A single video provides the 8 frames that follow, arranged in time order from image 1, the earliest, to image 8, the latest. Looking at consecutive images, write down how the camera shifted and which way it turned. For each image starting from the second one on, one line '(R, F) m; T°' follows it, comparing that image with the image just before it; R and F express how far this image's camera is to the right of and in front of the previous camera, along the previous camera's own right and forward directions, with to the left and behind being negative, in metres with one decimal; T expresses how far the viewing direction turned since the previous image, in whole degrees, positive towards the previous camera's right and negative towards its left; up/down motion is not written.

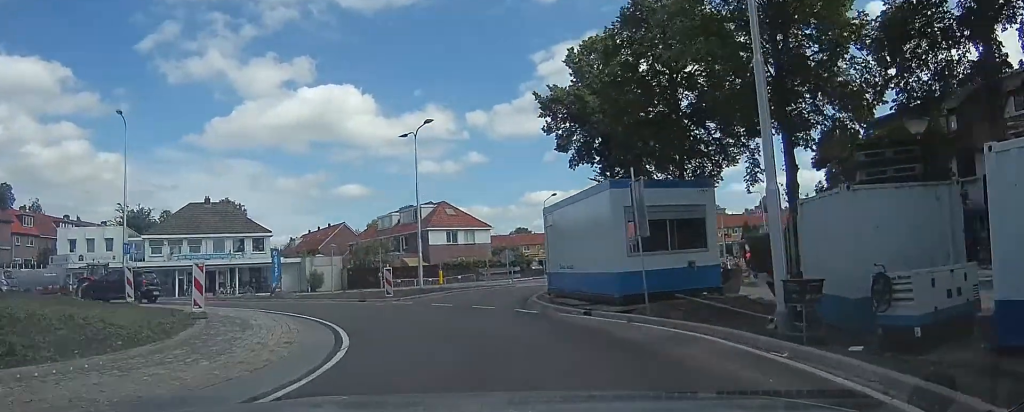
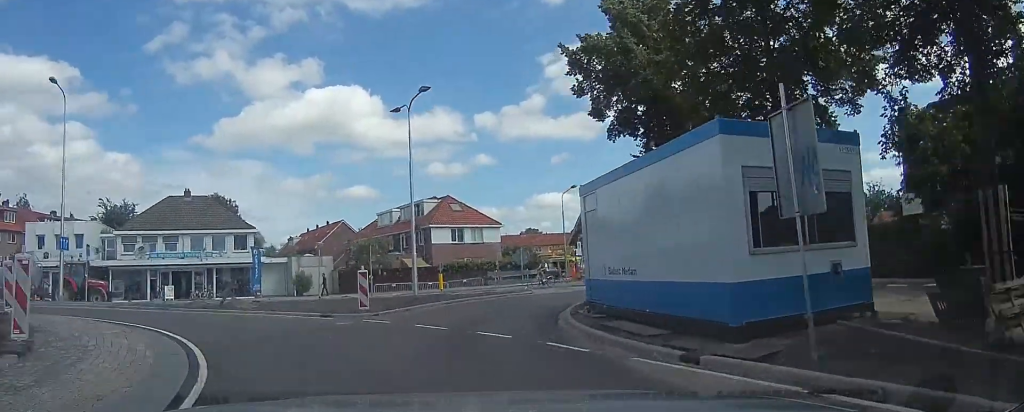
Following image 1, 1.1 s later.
(-0.3, +5.6) m; 0°
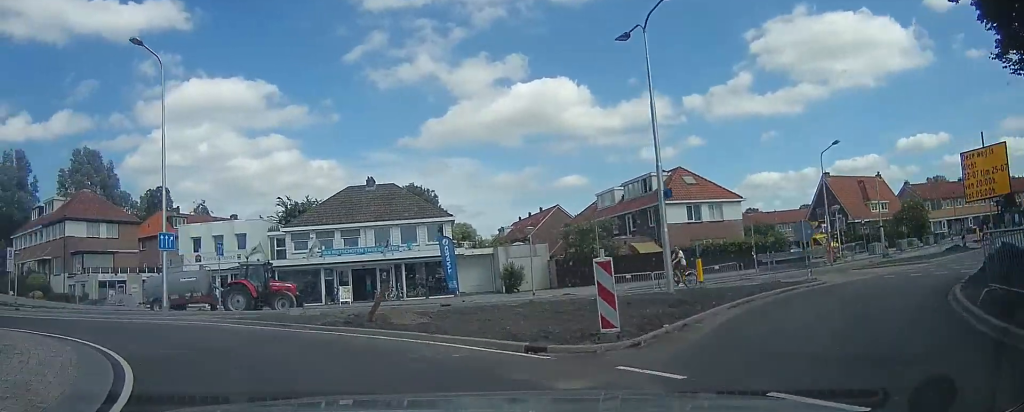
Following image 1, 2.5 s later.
(+0.2, +6.6) m; -6°
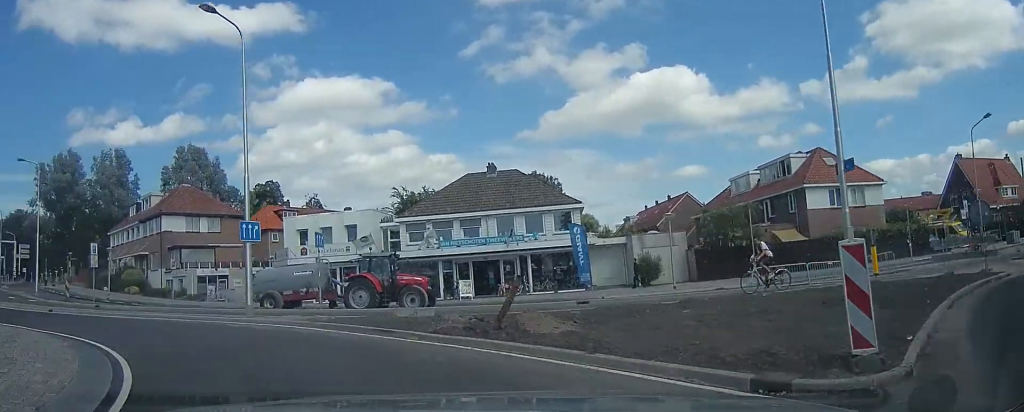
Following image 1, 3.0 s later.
(-0.3, +2.7) m; -18°
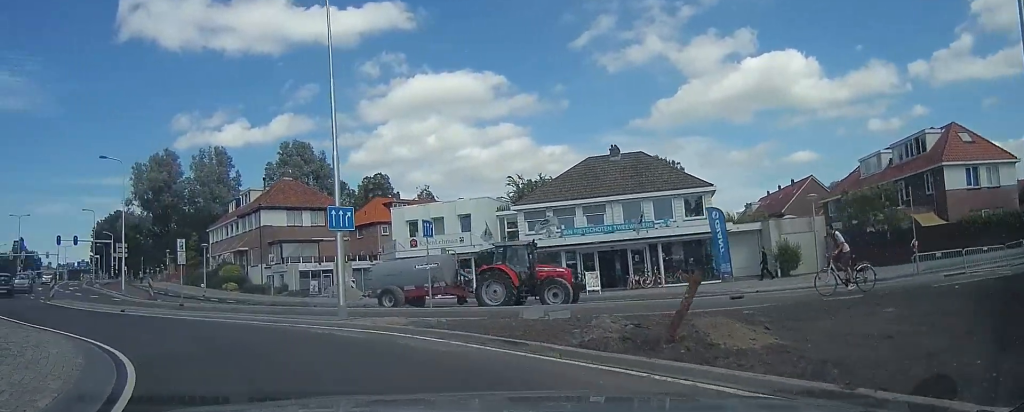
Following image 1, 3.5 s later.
(+0.4, +2.6) m; -20°
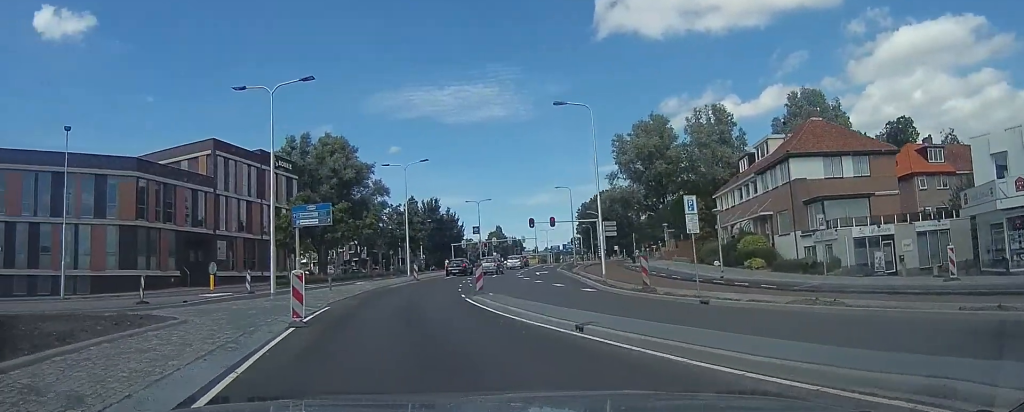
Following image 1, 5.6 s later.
(-6.1, +9.6) m; -34°
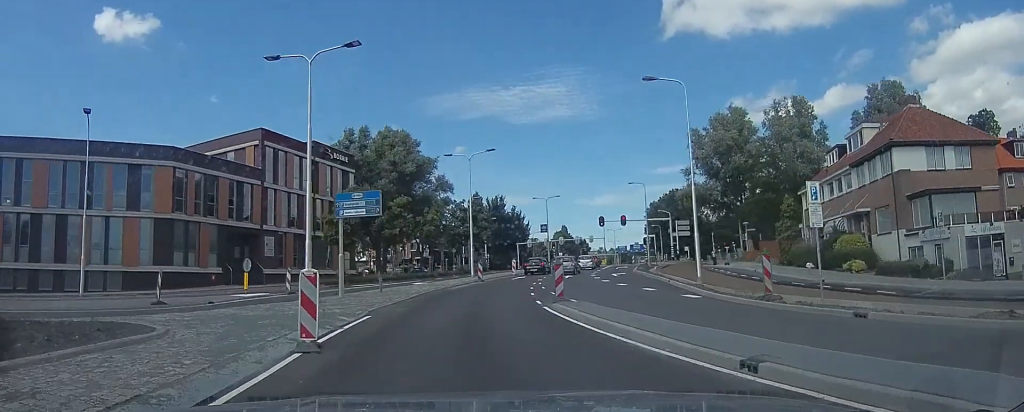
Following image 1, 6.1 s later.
(0.0, +3.4) m; -4°
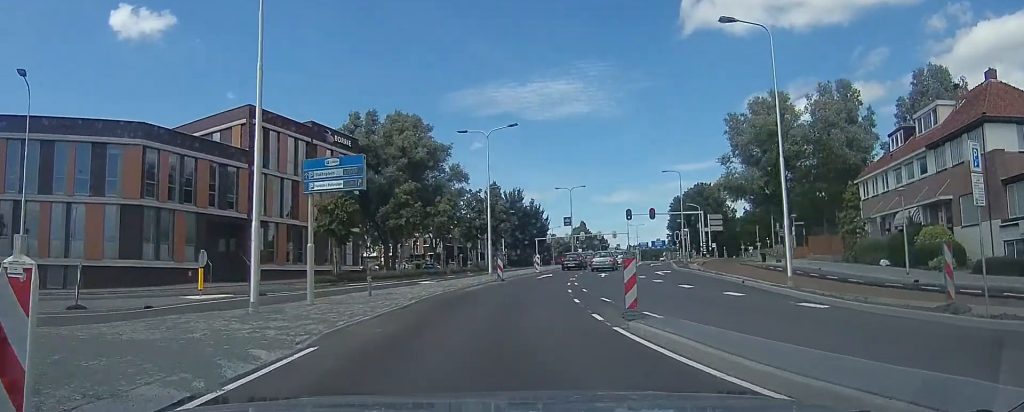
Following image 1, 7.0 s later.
(-0.2, +4.9) m; -6°
